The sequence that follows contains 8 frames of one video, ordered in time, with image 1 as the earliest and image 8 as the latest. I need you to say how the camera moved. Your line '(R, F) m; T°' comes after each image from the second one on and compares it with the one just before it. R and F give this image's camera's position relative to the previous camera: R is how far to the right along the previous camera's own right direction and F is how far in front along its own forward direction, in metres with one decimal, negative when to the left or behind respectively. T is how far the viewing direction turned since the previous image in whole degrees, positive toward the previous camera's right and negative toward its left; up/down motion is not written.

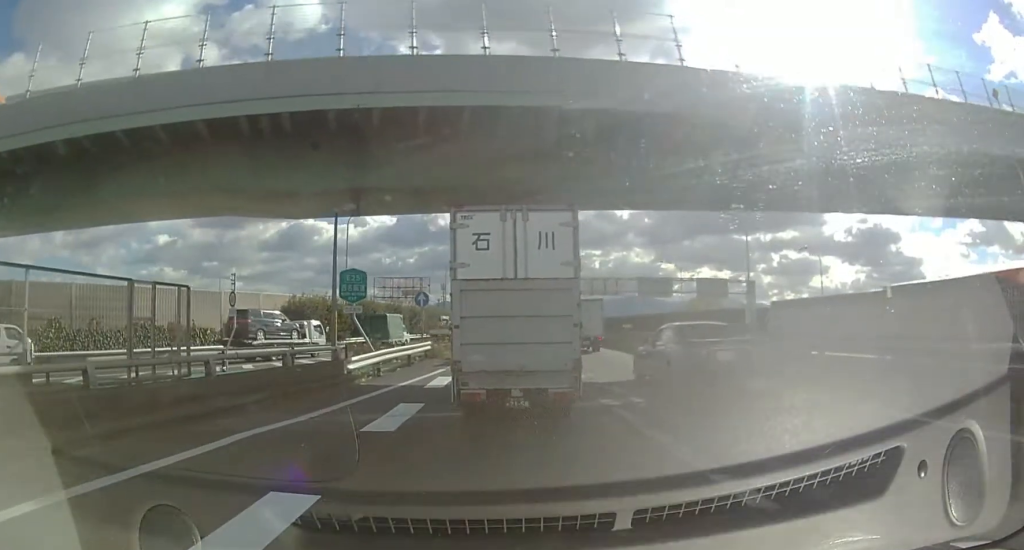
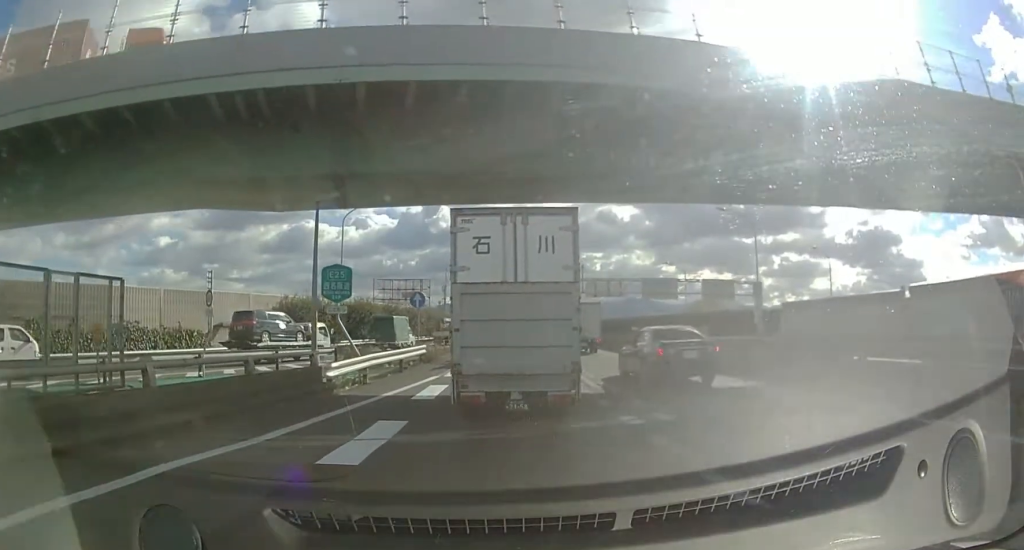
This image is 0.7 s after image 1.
(0.0, +1.8) m; -1°
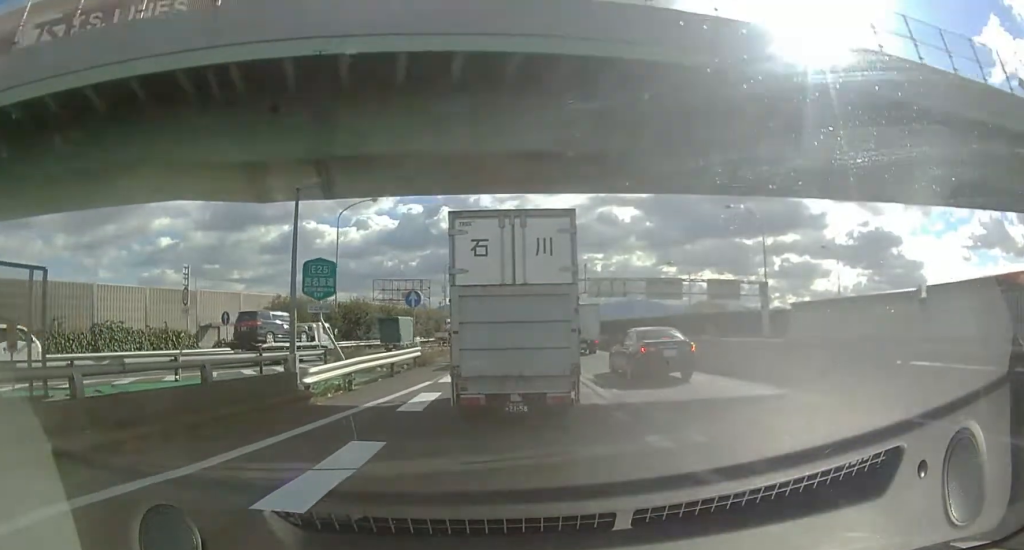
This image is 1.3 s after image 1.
(0.0, +1.6) m; -1°
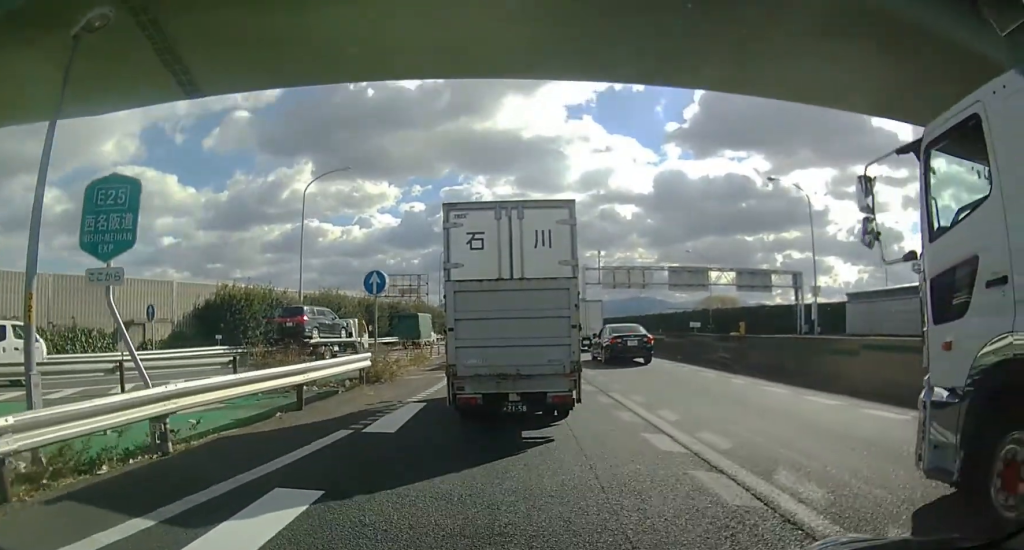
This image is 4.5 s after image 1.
(+0.1, +7.1) m; +2°
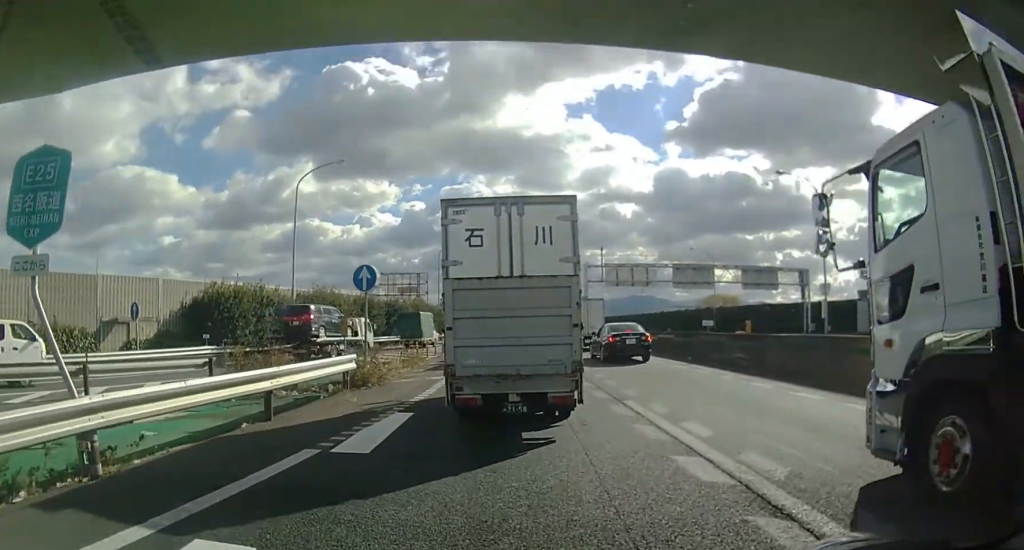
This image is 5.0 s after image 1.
(0.0, +1.3) m; +1°
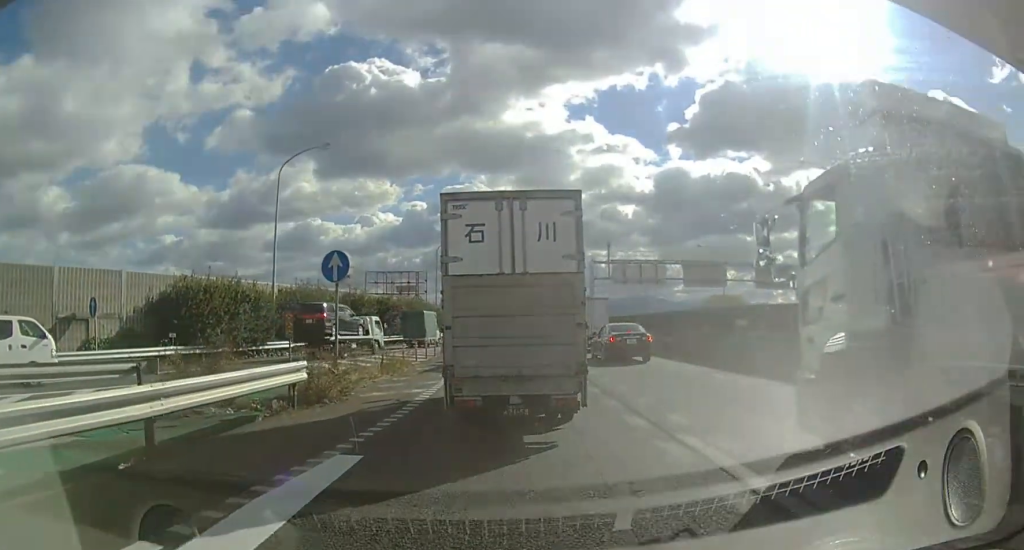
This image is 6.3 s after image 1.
(0.0, +3.5) m; +1°
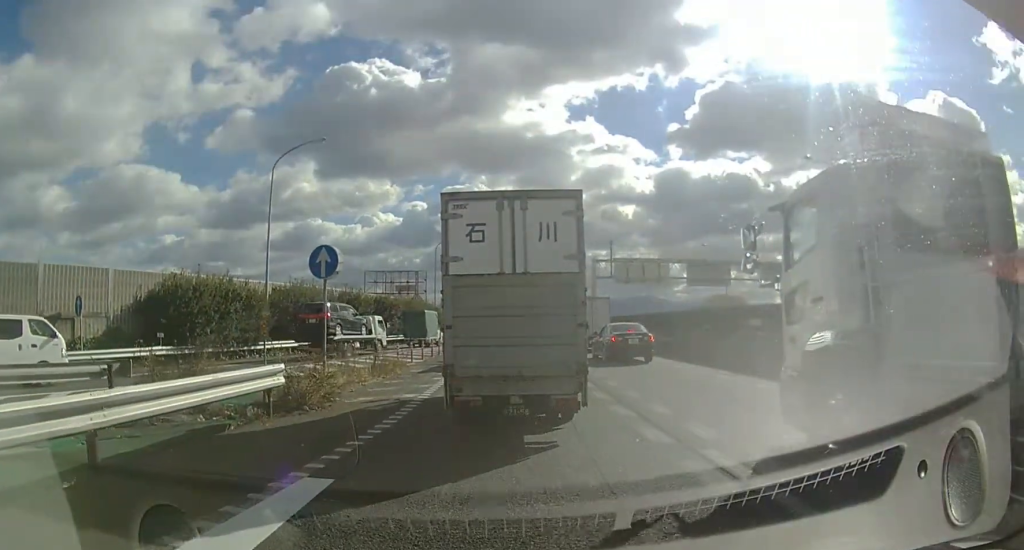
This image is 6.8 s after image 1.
(0.0, +1.1) m; 0°
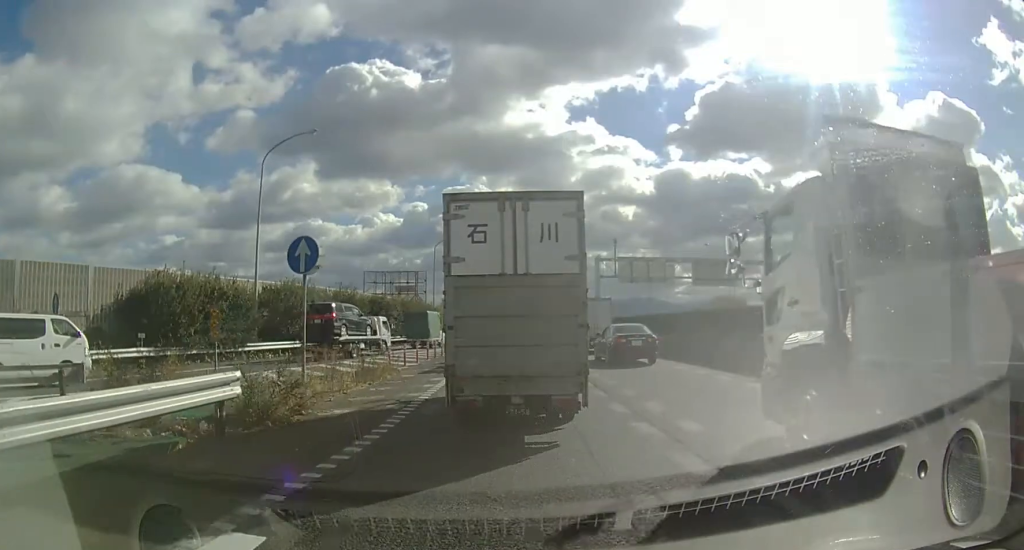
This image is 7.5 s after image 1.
(0.0, +1.7) m; 0°
